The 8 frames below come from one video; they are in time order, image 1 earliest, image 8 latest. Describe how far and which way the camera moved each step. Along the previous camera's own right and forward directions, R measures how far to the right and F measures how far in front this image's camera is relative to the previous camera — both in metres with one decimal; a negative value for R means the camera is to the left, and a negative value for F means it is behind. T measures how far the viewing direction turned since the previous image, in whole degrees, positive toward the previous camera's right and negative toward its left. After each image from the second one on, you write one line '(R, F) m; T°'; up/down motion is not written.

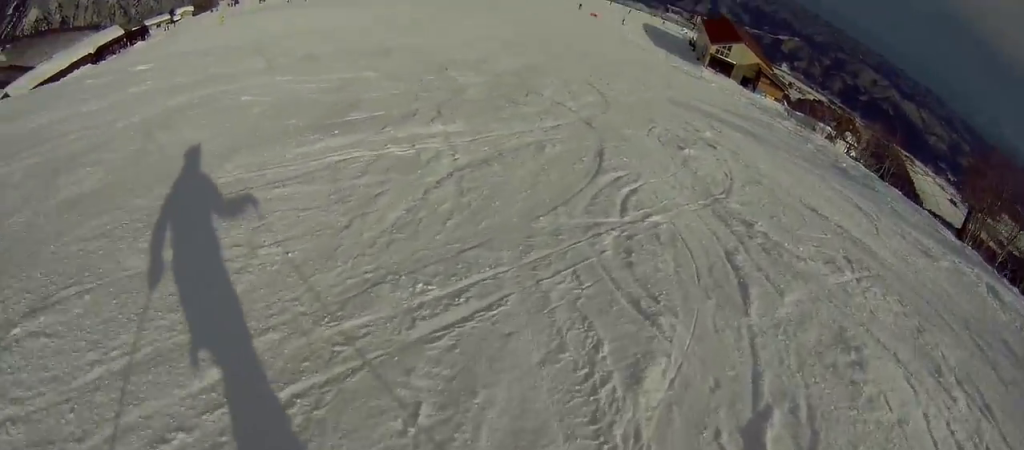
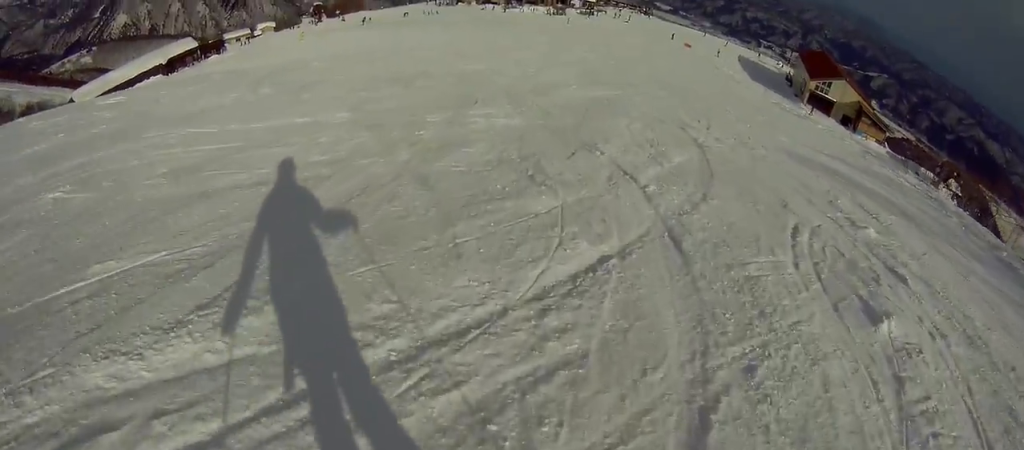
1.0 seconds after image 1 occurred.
(-0.7, +7.3) m; -19°
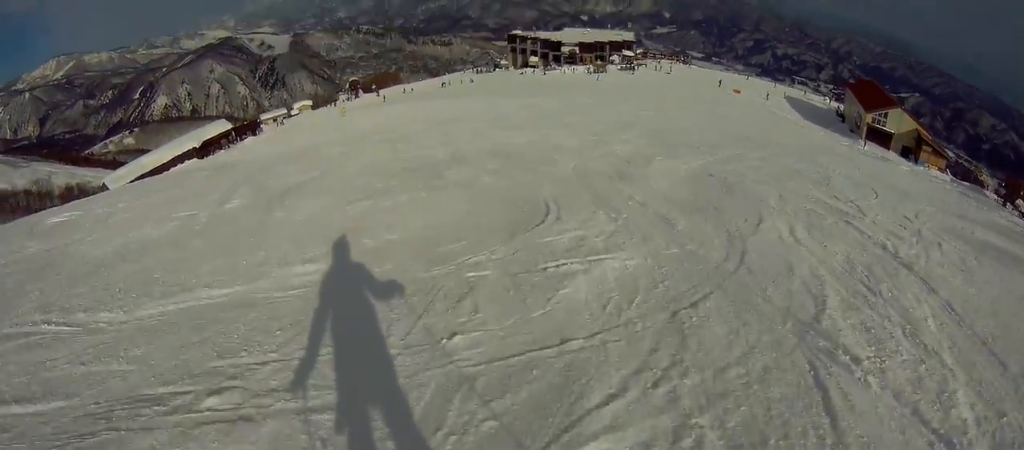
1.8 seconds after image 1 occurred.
(-0.5, +6.2) m; -22°
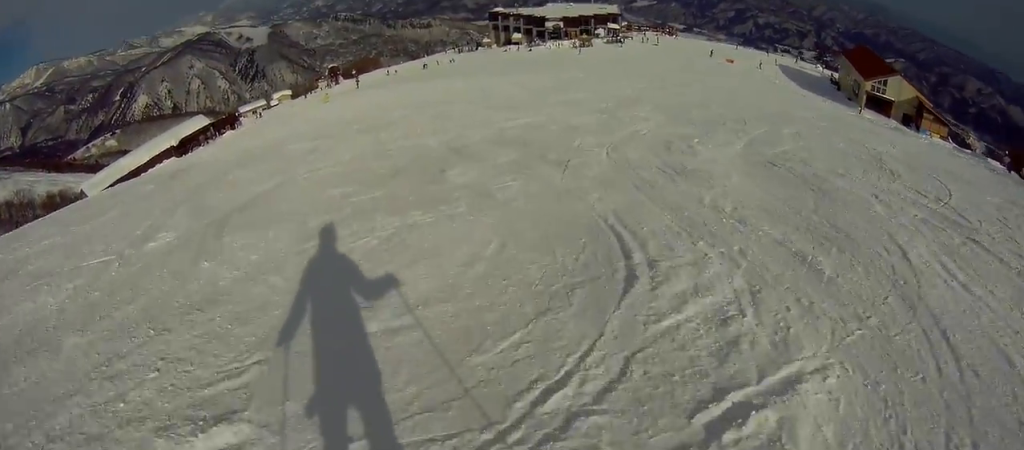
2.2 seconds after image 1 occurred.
(-1.3, +3.7) m; 0°
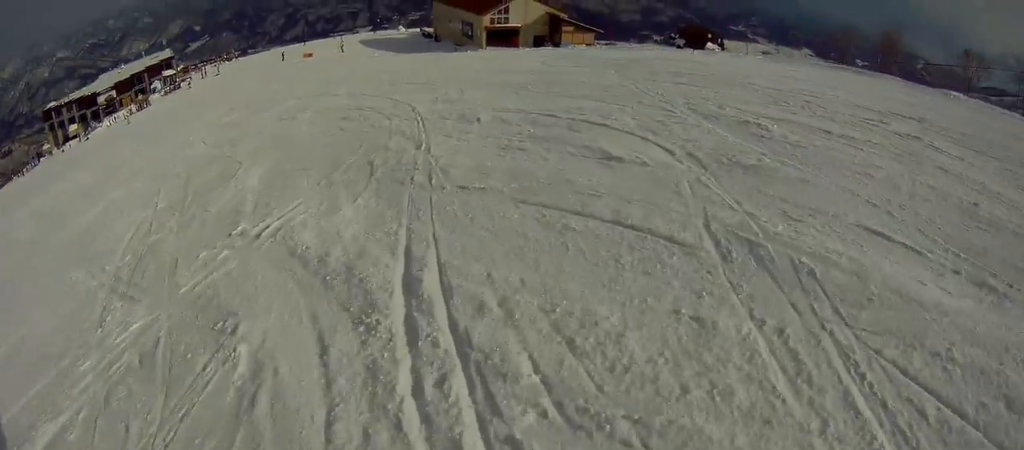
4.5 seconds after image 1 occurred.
(+4.2, +21.0) m; +33°
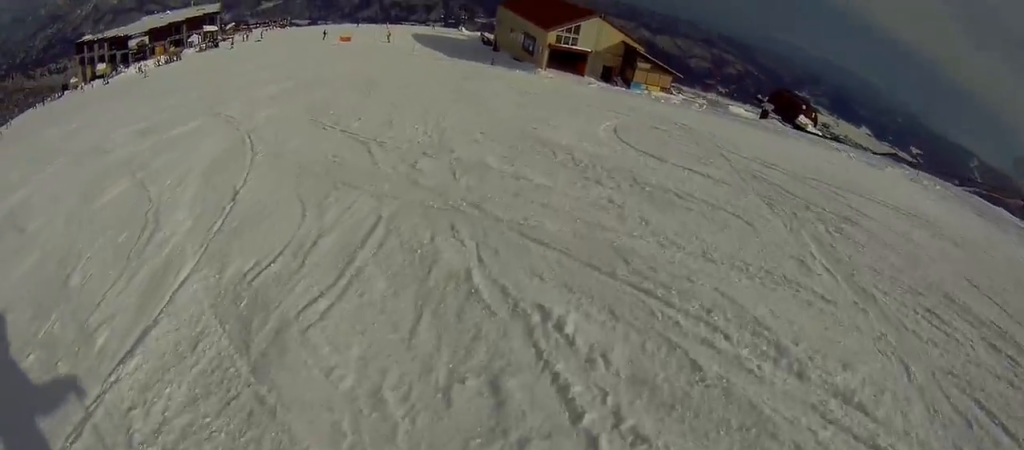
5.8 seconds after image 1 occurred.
(+3.2, +13.4) m; +1°
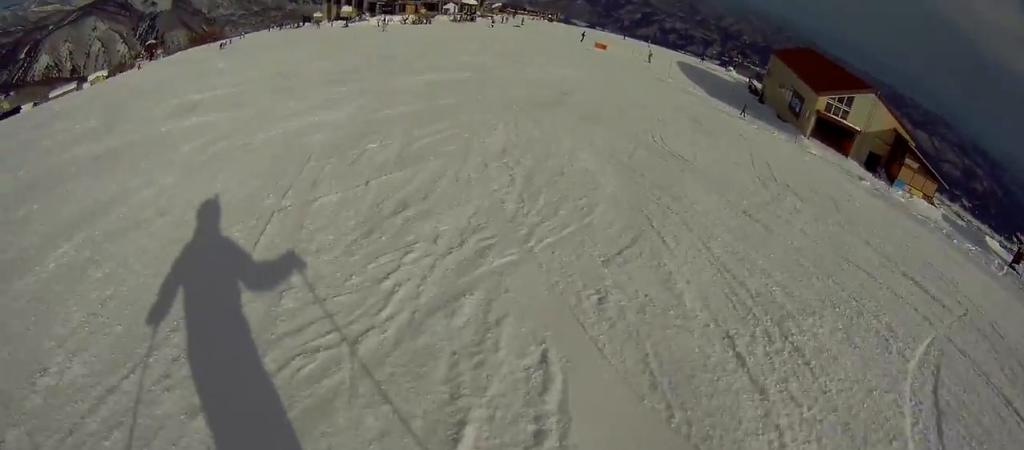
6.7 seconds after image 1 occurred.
(-2.5, +9.5) m; -22°
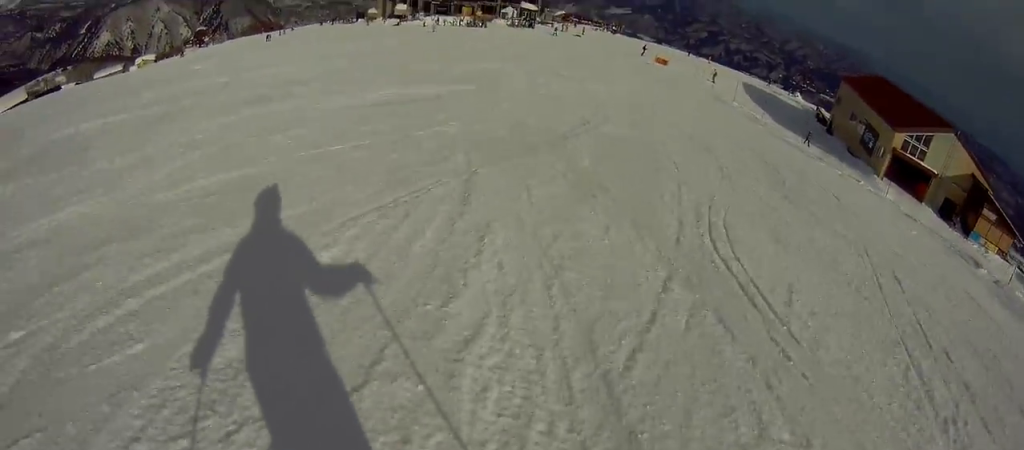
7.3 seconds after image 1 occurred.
(-1.1, +6.9) m; -11°
